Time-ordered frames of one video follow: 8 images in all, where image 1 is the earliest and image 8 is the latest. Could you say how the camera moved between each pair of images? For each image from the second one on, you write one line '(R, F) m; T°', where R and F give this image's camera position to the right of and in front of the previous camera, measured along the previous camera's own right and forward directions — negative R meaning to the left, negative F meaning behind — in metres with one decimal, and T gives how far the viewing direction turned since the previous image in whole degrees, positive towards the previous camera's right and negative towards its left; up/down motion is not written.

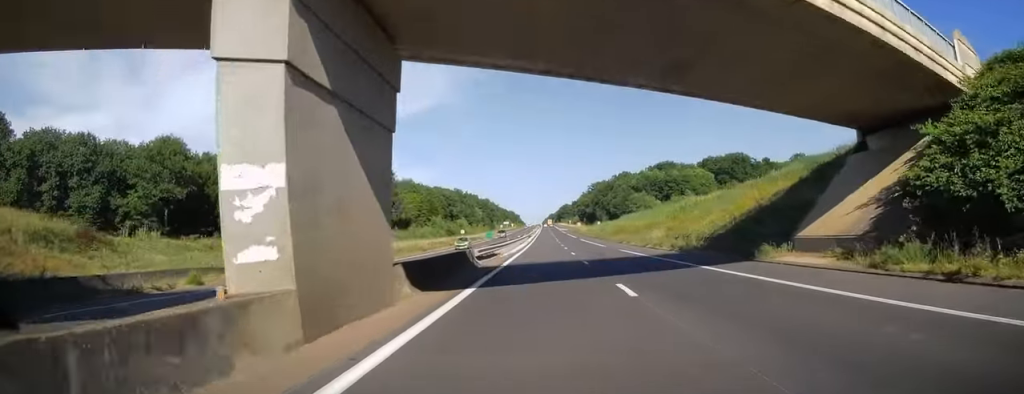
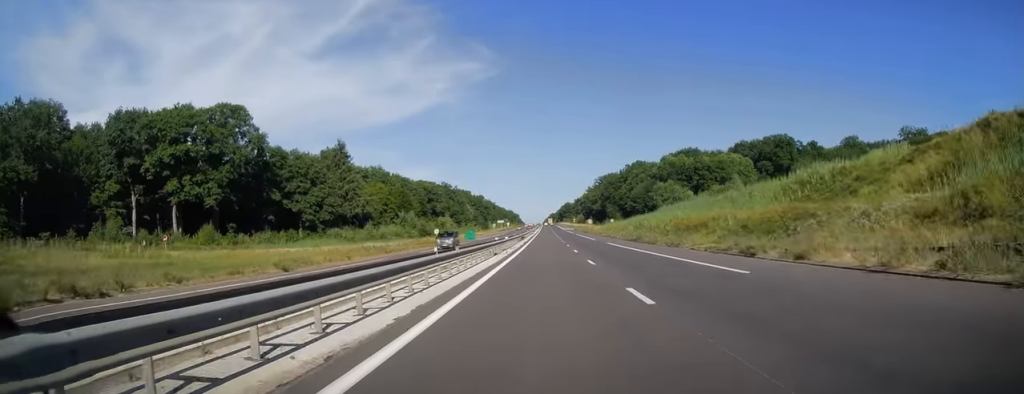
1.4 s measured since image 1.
(-0.4, +40.8) m; 0°
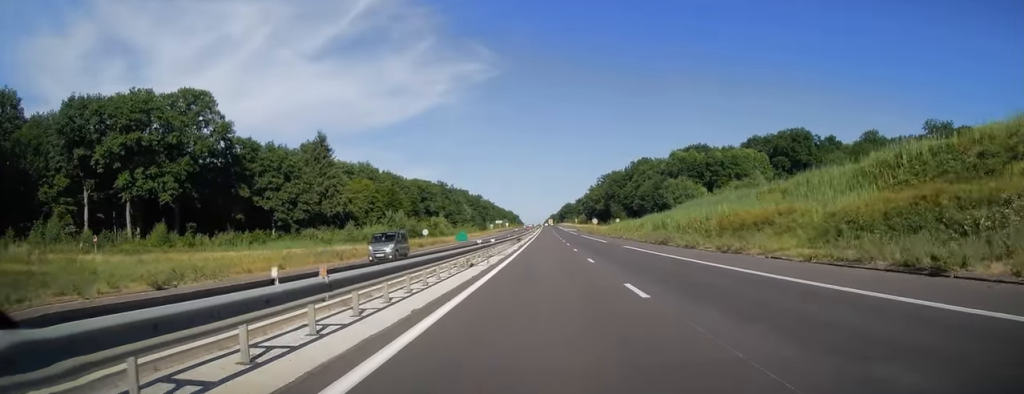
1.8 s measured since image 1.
(0.0, +12.3) m; 0°
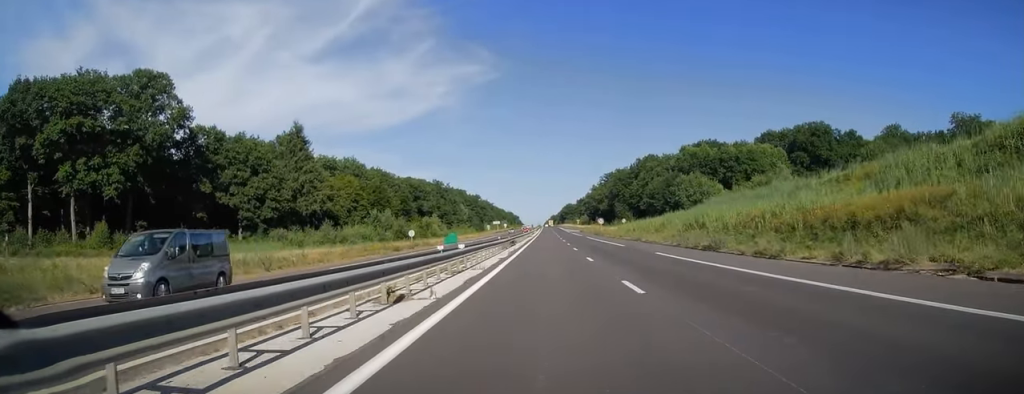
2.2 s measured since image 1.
(+0.2, +12.2) m; 0°
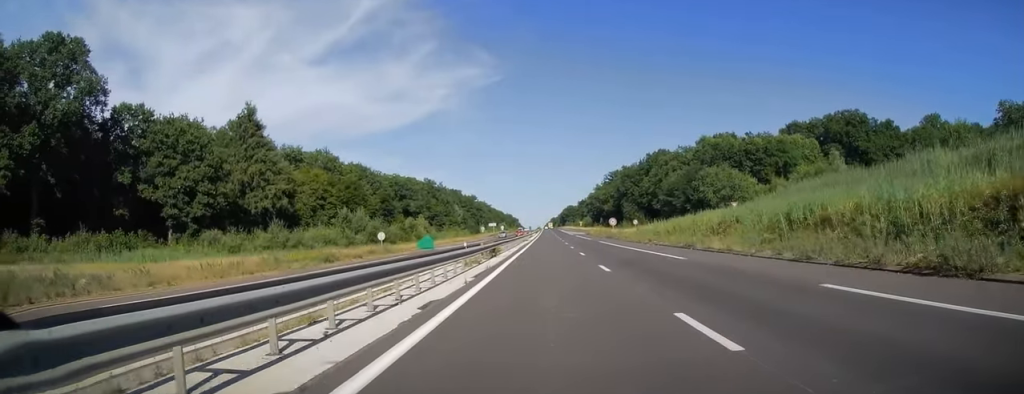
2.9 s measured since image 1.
(+0.1, +19.1) m; 0°
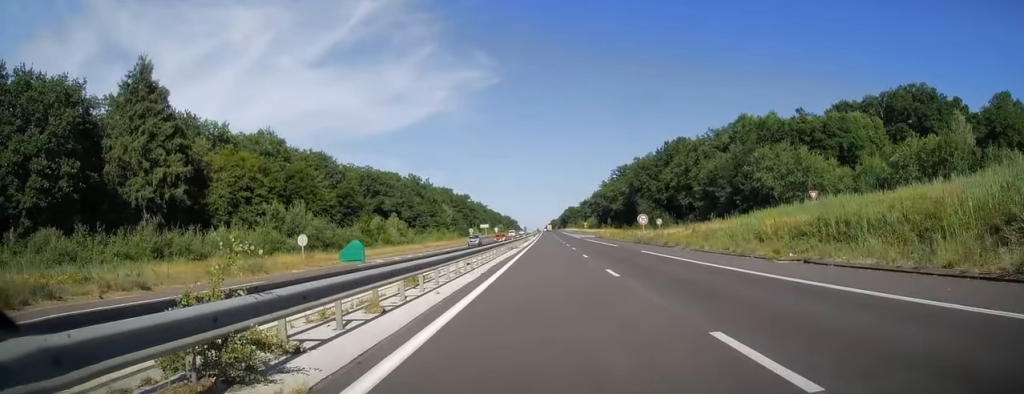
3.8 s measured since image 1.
(0.0, +27.8) m; 0°
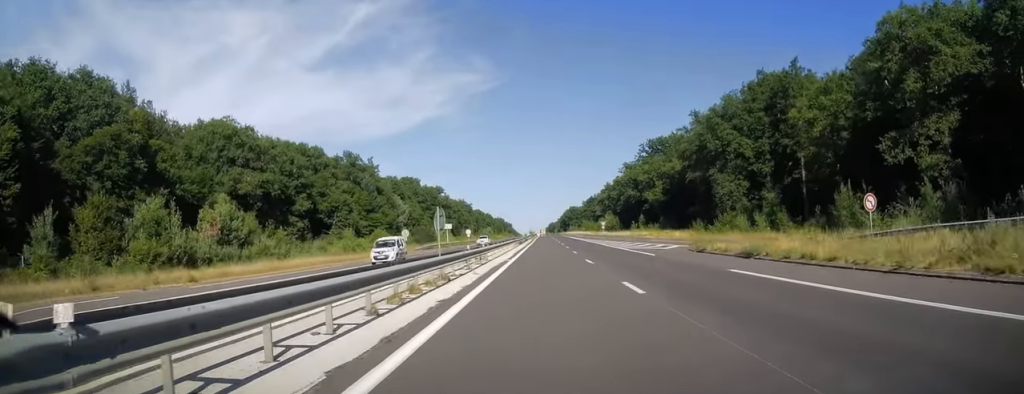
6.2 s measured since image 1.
(0.0, +70.1) m; -1°
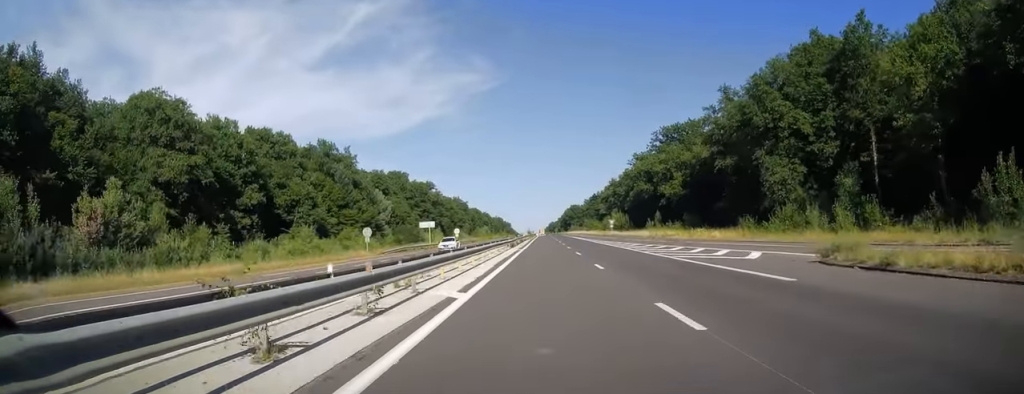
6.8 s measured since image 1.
(0.0, +18.0) m; 0°
